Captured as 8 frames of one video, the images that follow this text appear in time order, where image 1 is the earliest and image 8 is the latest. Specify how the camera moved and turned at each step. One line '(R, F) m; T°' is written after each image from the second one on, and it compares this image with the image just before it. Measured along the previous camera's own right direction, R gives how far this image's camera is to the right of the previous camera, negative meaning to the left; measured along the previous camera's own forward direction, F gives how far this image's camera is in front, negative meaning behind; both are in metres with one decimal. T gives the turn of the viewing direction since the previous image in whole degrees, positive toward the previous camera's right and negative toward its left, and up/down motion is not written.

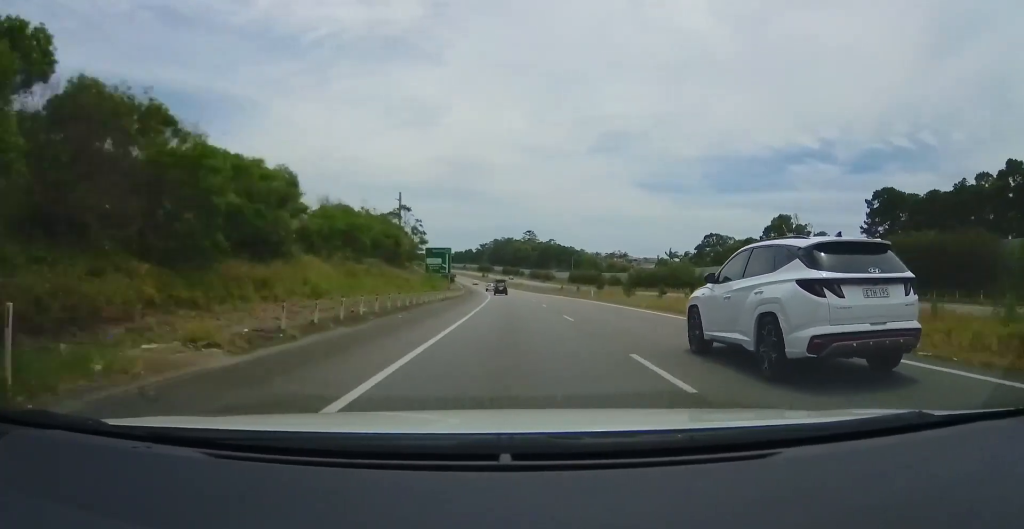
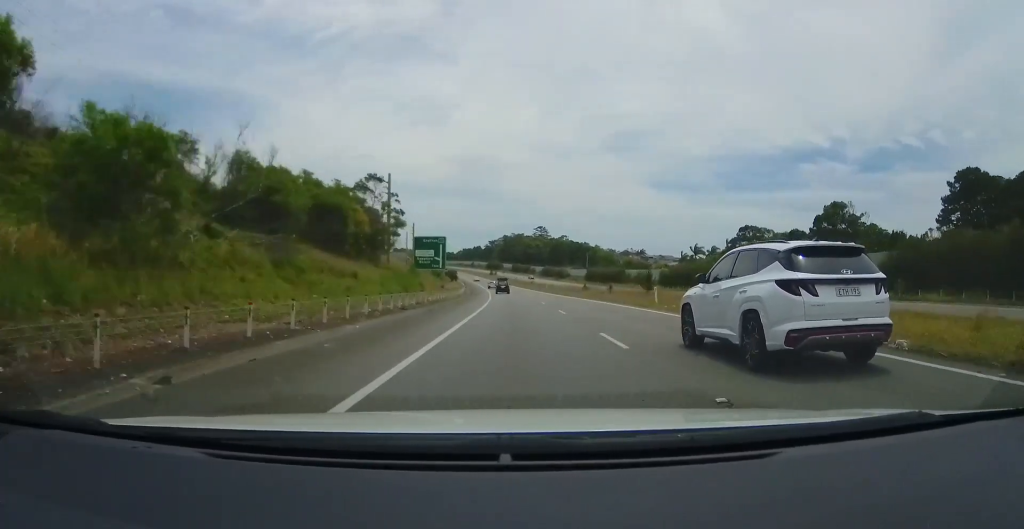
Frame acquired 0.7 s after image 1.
(-0.2, +20.3) m; -1°
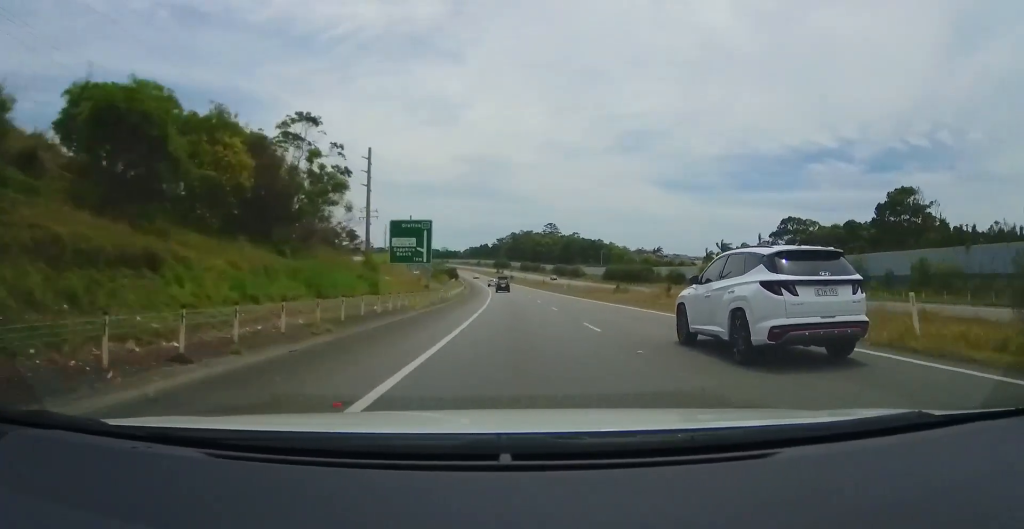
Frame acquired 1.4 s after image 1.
(-0.3, +20.2) m; -1°
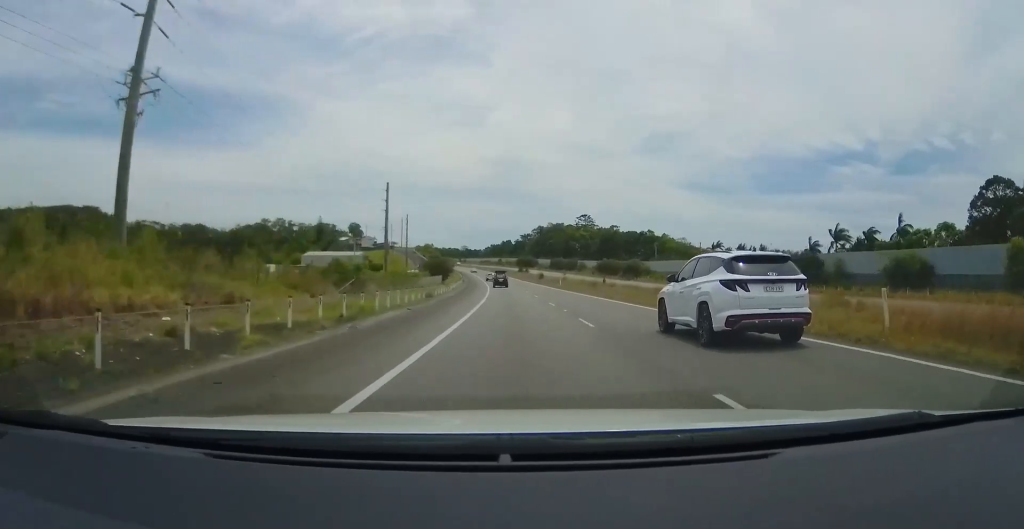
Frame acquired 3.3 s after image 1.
(-0.8, +58.2) m; -2°
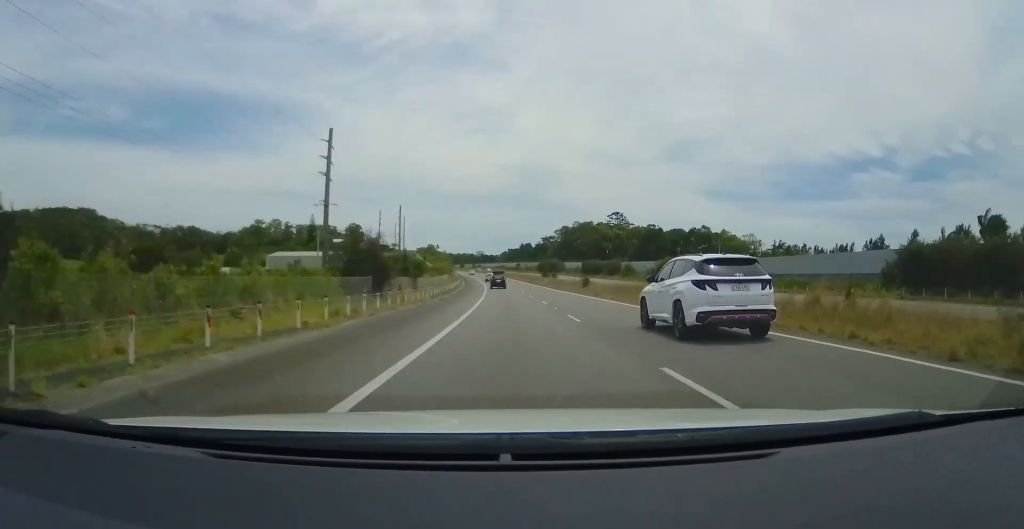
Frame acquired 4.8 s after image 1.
(-0.7, +45.5) m; -3°
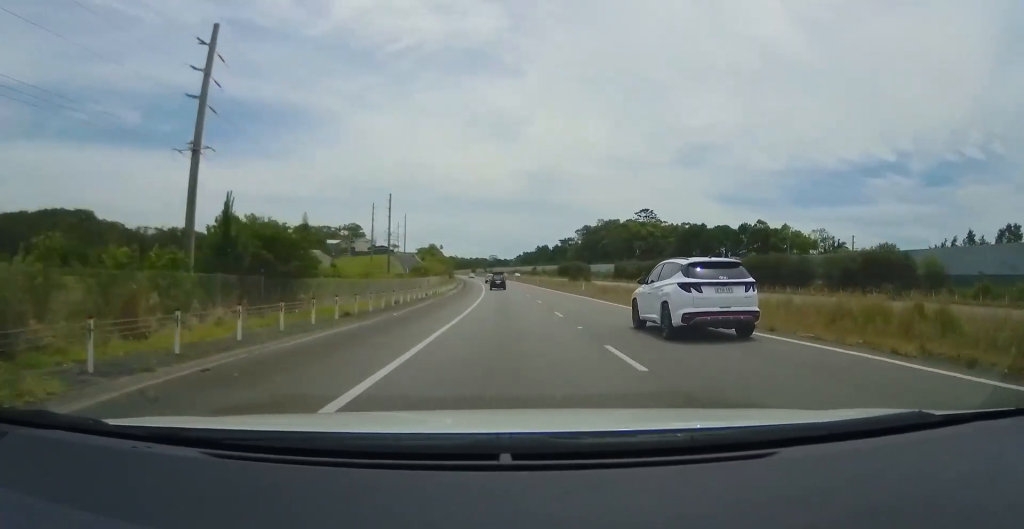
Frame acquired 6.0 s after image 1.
(-1.2, +33.6) m; -2°
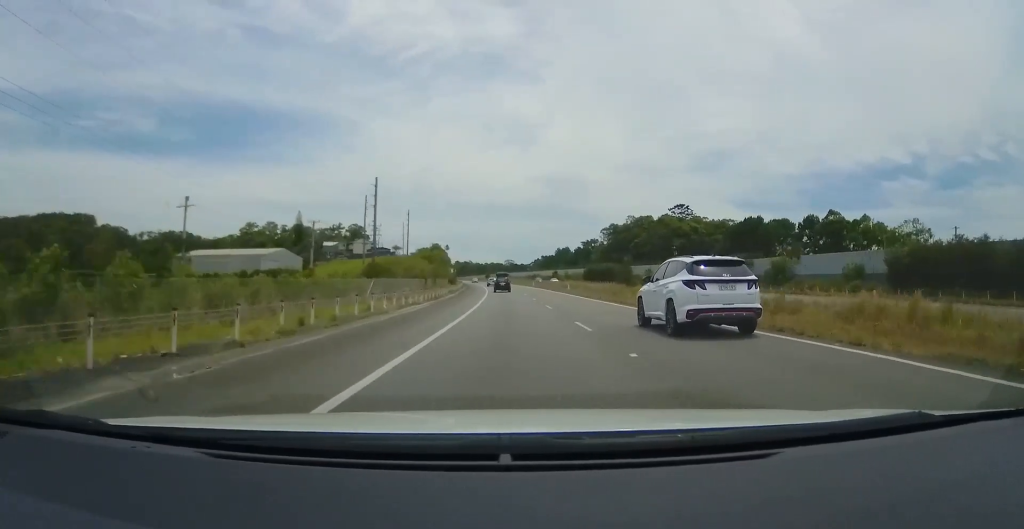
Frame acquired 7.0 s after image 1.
(-0.1, +29.8) m; -1°
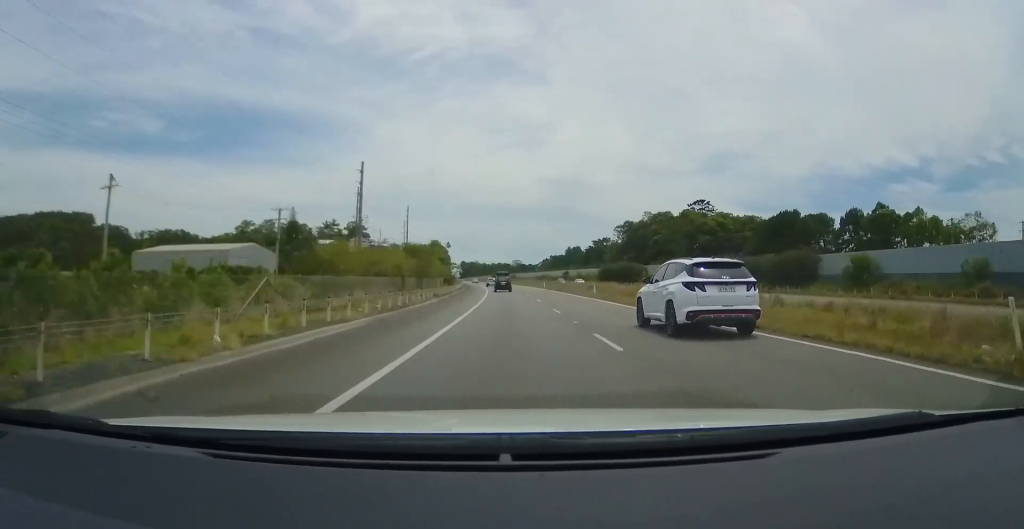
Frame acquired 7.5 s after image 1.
(-0.2, +15.4) m; 0°
